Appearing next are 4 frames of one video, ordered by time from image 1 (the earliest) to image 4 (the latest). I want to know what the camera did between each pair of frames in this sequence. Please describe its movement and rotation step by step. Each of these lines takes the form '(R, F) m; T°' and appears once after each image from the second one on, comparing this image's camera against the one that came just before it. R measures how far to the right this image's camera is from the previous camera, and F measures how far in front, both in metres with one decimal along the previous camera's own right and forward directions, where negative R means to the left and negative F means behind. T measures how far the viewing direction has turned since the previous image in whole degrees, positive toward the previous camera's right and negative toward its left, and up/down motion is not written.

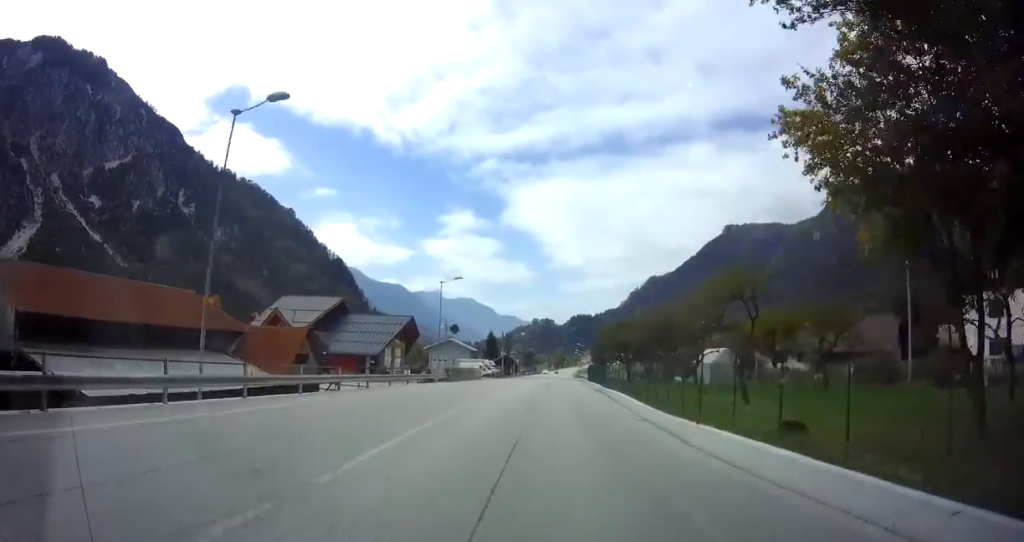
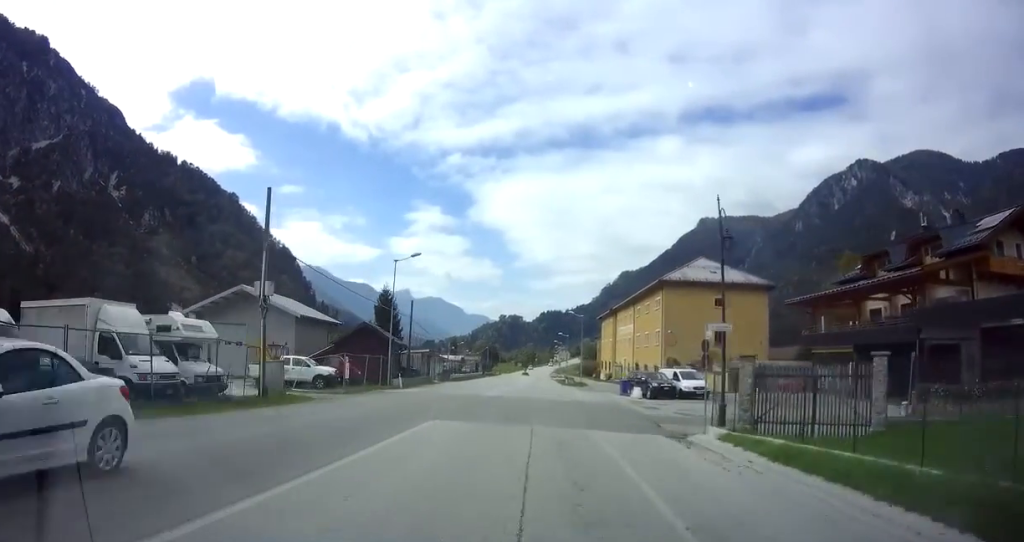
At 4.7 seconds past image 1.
(+3.8, +76.5) m; +4°
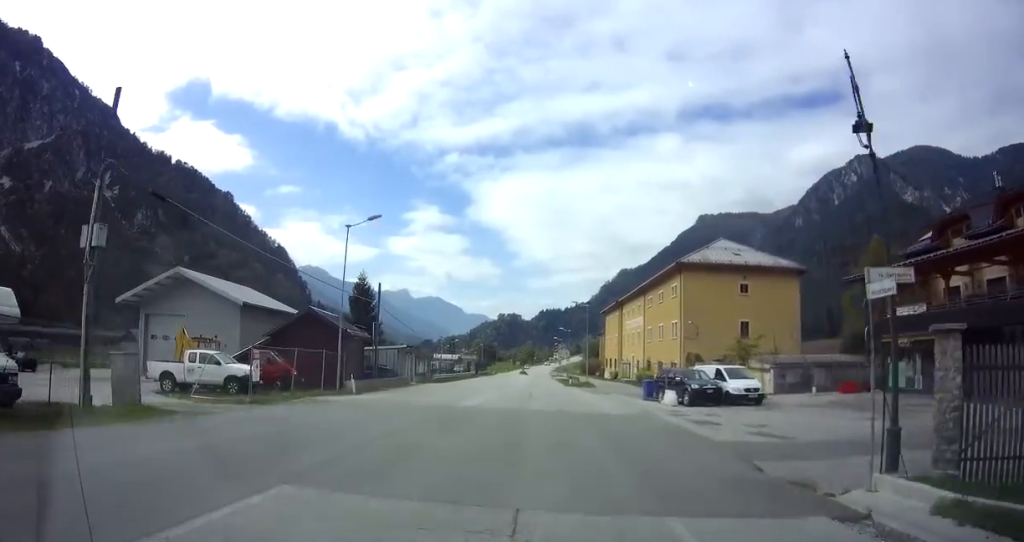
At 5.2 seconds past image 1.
(0.0, +8.9) m; 0°
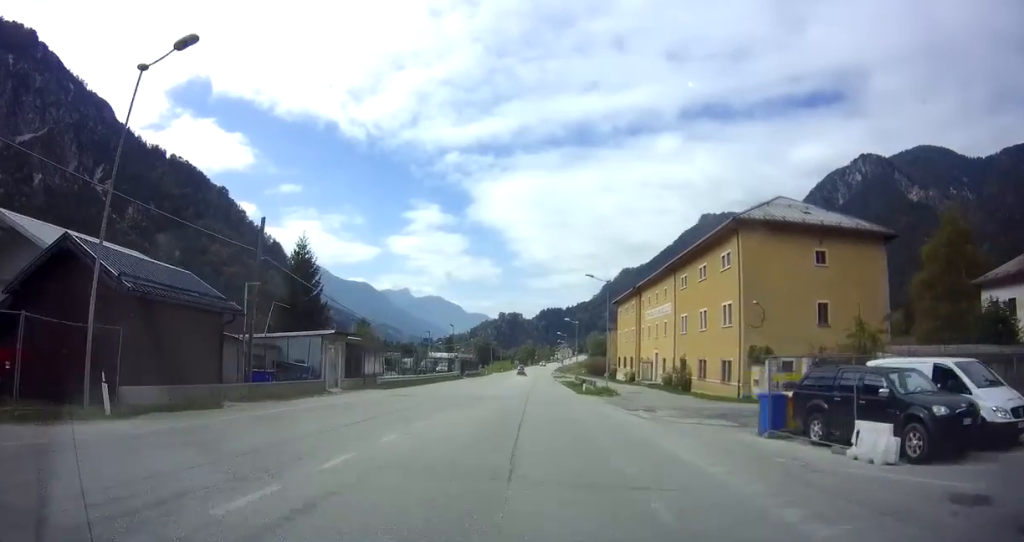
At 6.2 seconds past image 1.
(0.0, +16.1) m; 0°
